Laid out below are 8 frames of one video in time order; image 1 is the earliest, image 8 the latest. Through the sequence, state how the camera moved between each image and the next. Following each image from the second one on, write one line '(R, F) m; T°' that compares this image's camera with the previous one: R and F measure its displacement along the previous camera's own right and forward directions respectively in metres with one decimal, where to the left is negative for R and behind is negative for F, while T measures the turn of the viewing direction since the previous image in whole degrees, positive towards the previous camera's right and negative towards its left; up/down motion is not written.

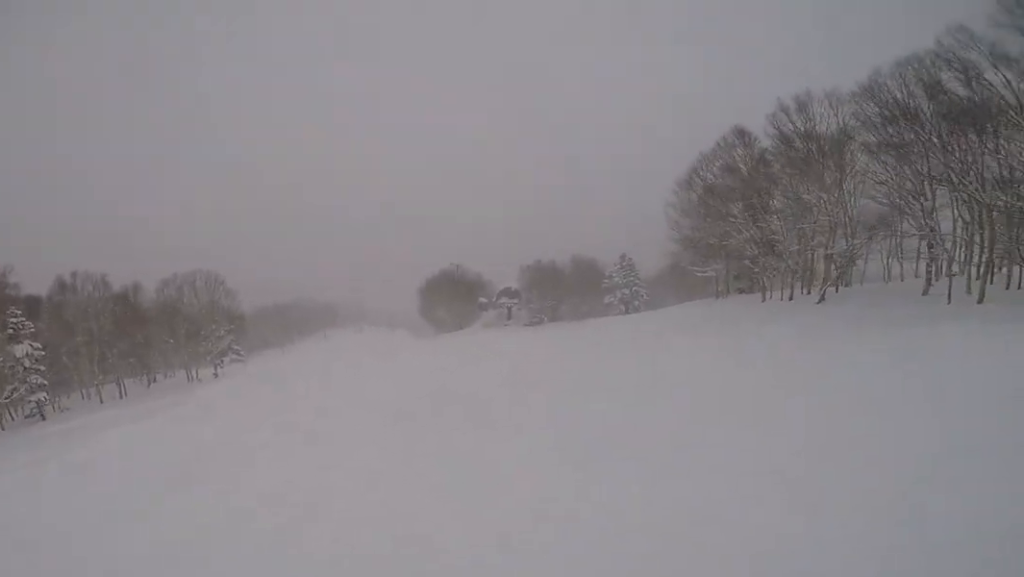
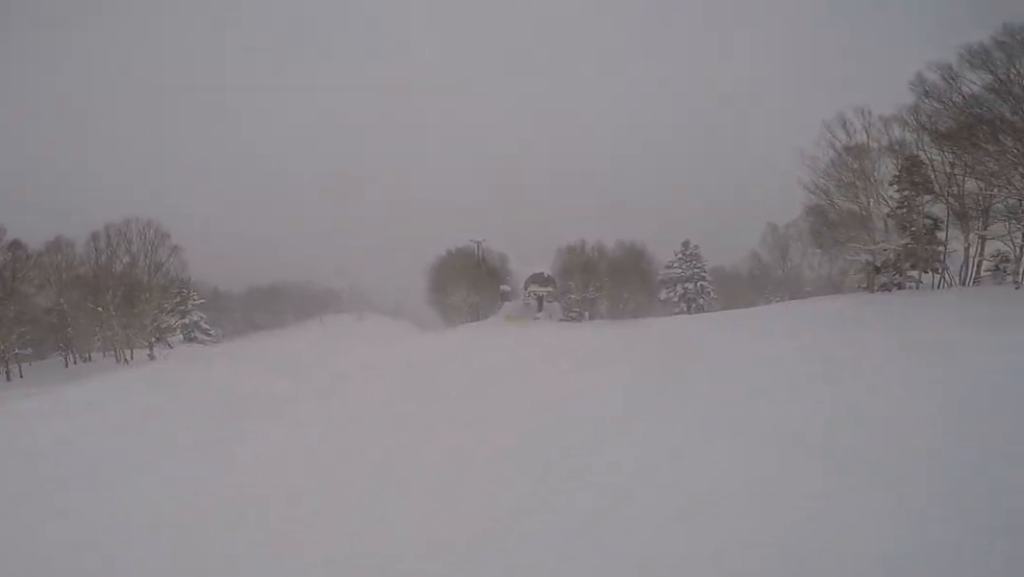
(-0.7, +14.8) m; -9°
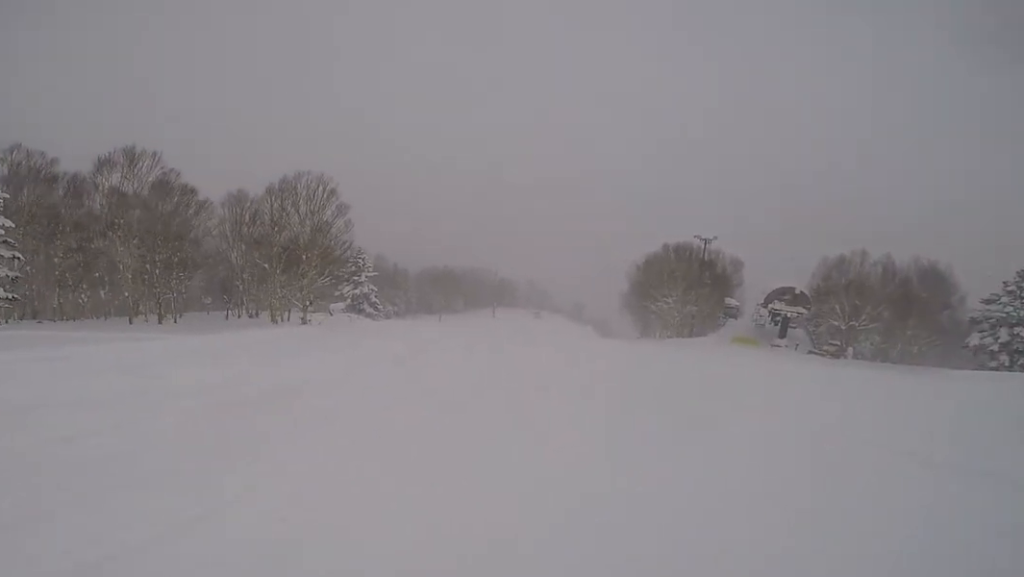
(0.0, +7.5) m; -8°
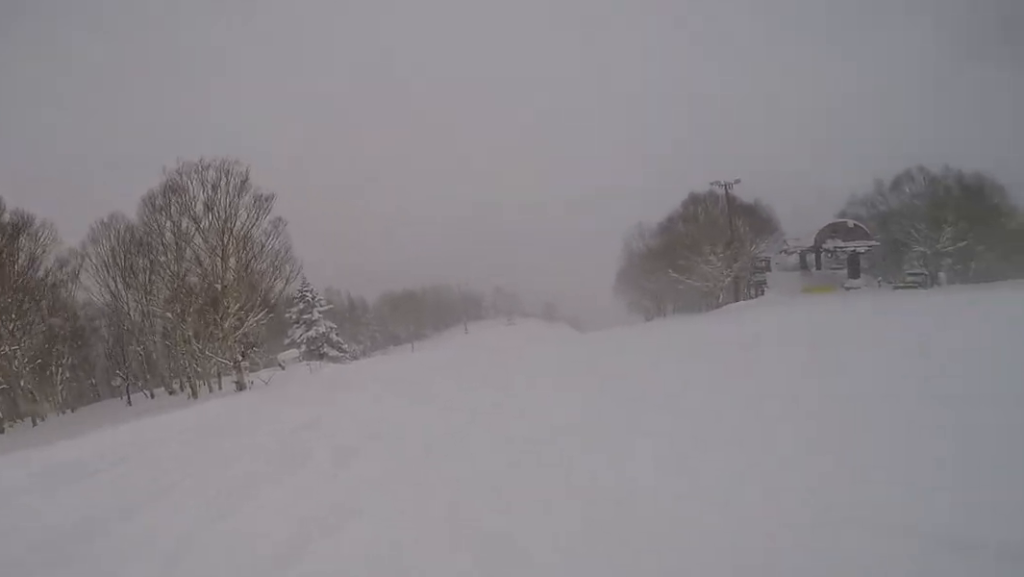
(-1.4, +12.0) m; +3°
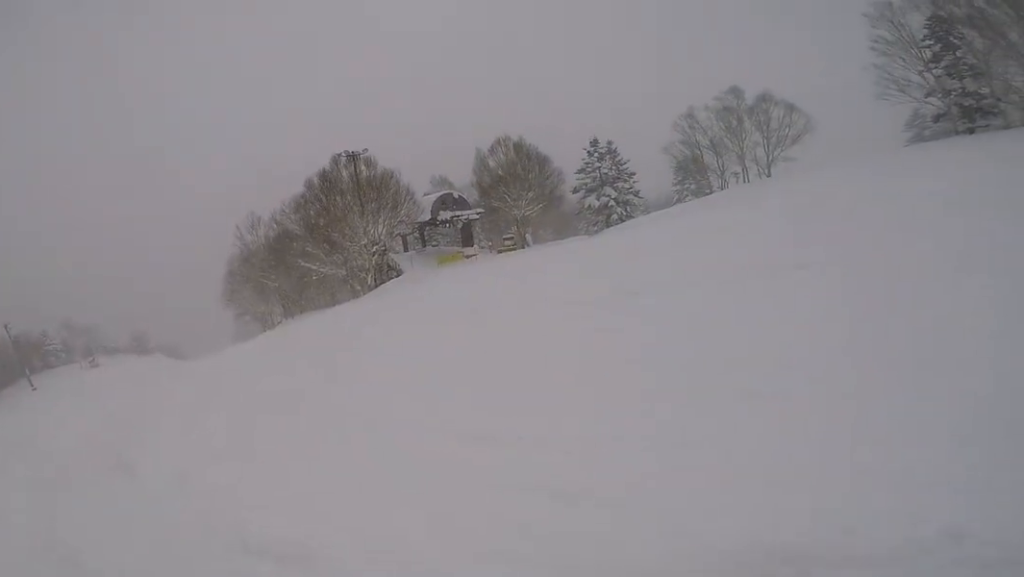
(+3.8, +10.1) m; +35°
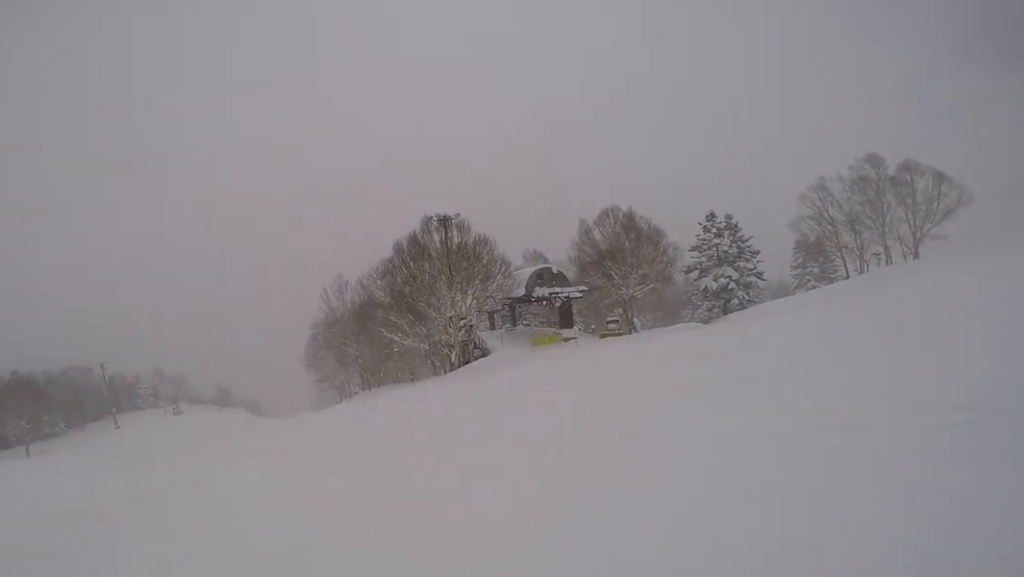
(+0.1, +3.2) m; -4°
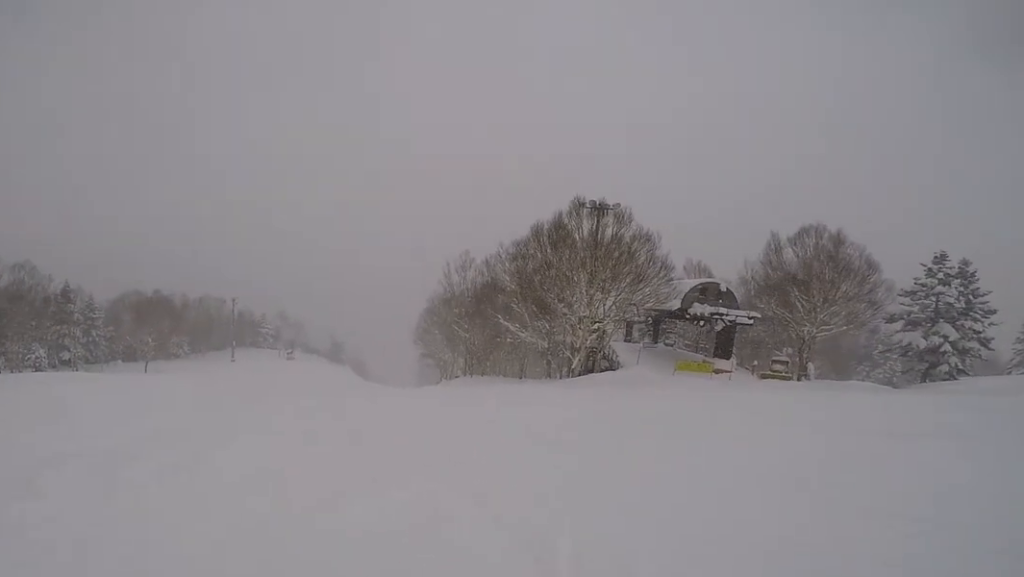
(+0.3, +3.1) m; -8°
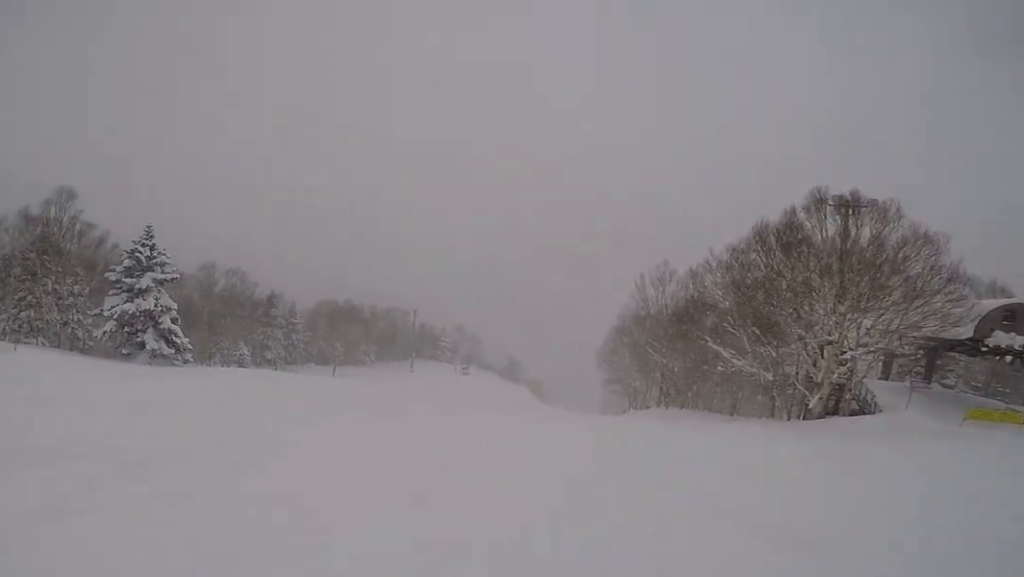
(-0.6, +2.2) m; -10°
